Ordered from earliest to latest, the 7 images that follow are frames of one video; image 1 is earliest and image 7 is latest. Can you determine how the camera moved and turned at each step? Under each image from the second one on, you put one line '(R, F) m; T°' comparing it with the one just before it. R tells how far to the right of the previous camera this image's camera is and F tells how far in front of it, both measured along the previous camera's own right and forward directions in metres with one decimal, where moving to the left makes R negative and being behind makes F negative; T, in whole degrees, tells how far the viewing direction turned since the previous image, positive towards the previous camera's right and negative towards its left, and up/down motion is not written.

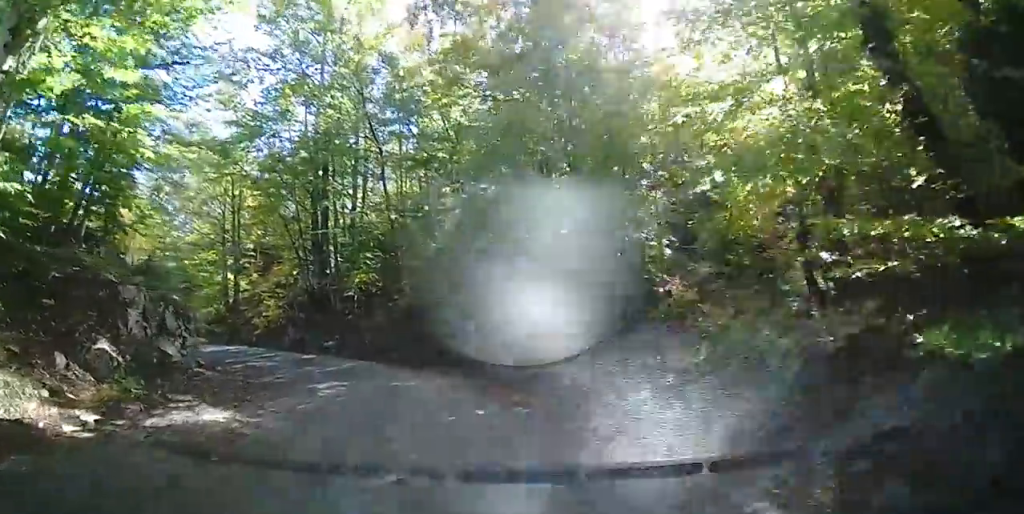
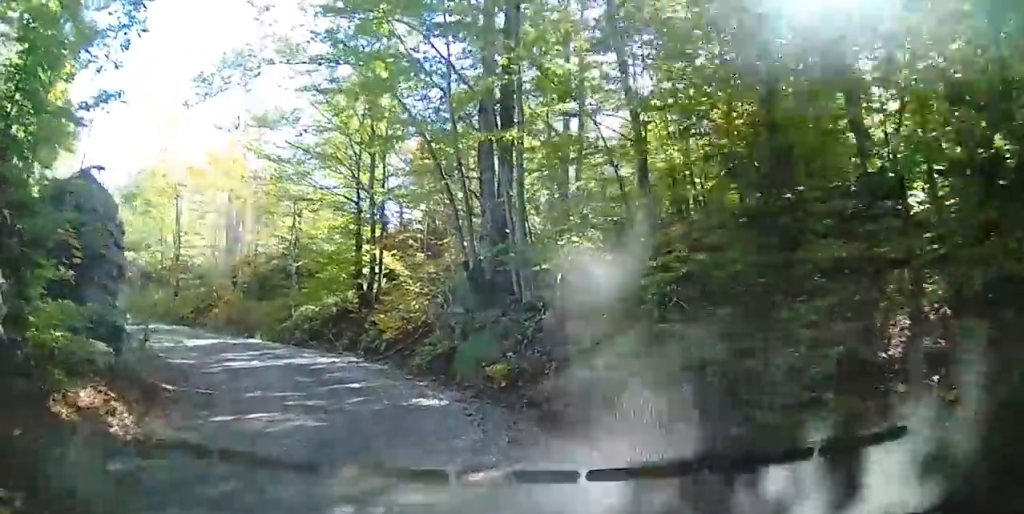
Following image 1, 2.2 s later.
(-2.0, +11.5) m; -25°
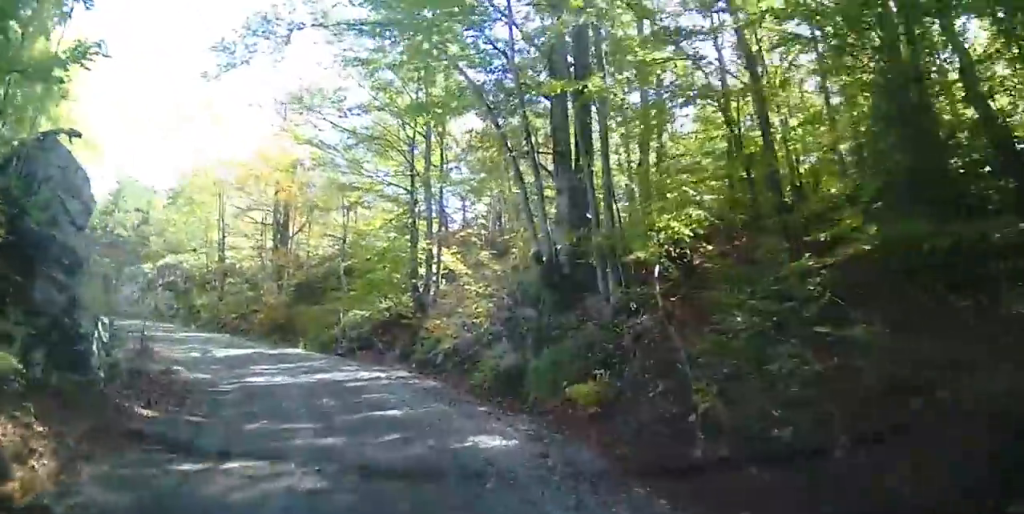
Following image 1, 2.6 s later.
(-0.2, +2.4) m; -8°
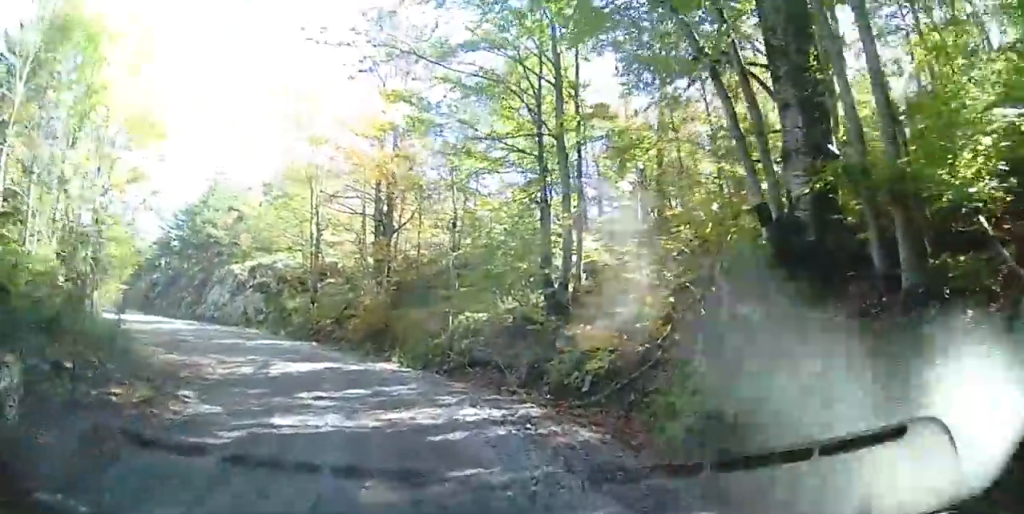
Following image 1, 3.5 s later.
(-0.3, +4.5) m; -13°
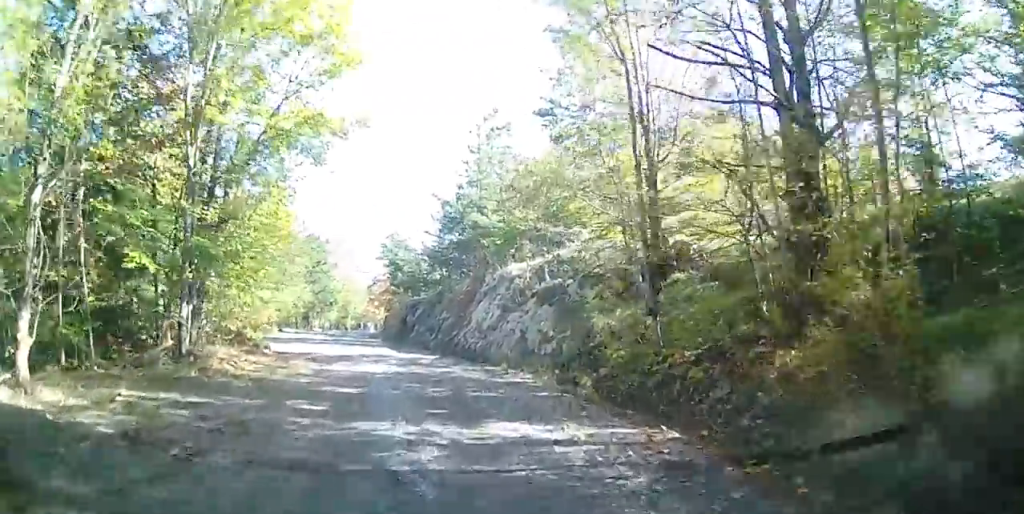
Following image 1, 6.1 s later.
(-3.2, +12.8) m; -27°
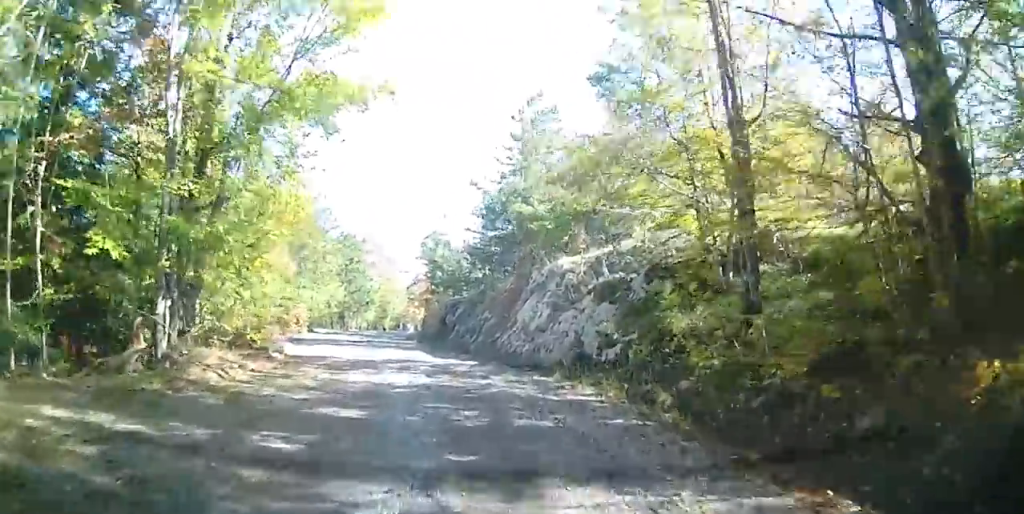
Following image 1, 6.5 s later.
(0.0, +2.3) m; -8°
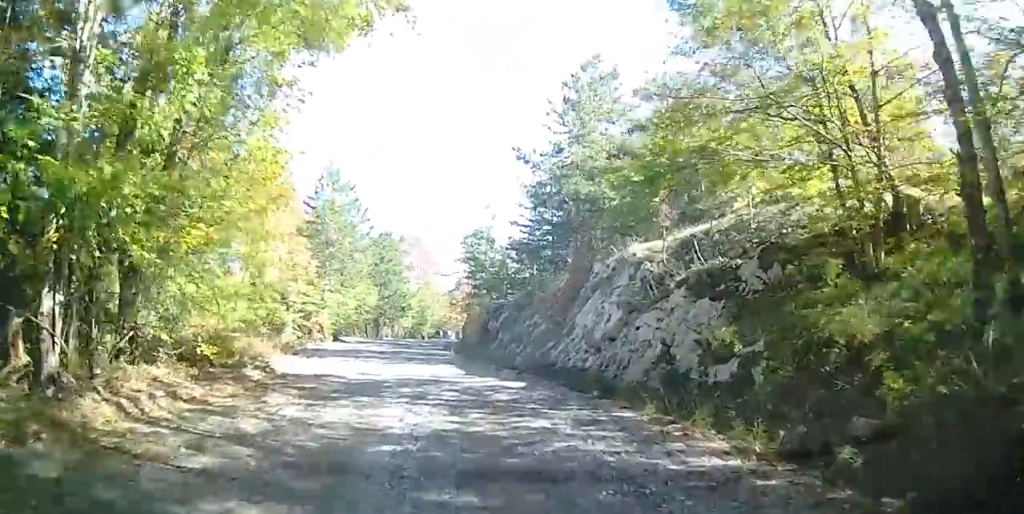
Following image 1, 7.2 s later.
(-0.5, +4.3) m; -6°
